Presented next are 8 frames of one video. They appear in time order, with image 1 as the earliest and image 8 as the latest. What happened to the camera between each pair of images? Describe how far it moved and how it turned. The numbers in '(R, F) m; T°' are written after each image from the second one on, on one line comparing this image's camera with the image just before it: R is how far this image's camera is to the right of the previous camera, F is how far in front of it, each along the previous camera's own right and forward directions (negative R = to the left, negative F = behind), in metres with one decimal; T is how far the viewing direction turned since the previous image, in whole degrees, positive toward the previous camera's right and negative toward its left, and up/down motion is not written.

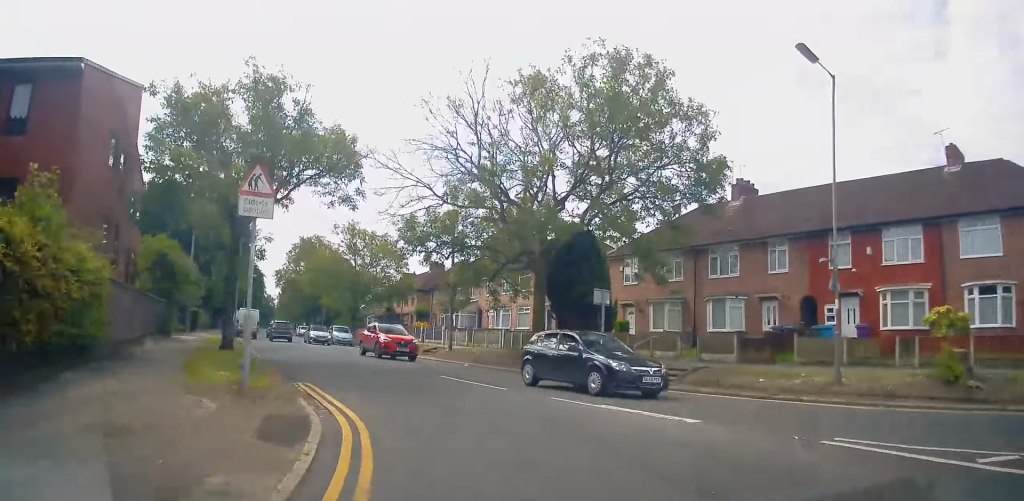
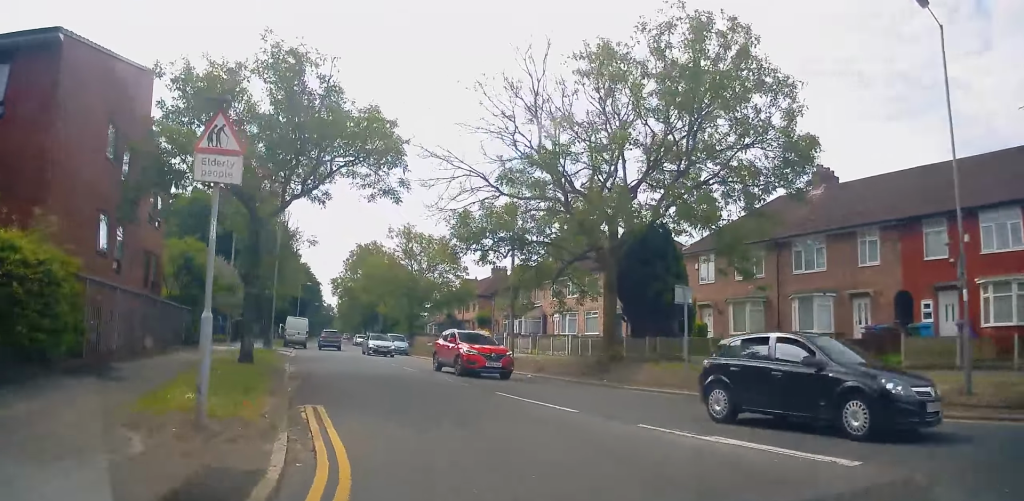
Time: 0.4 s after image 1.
(-0.2, +3.0) m; -5°
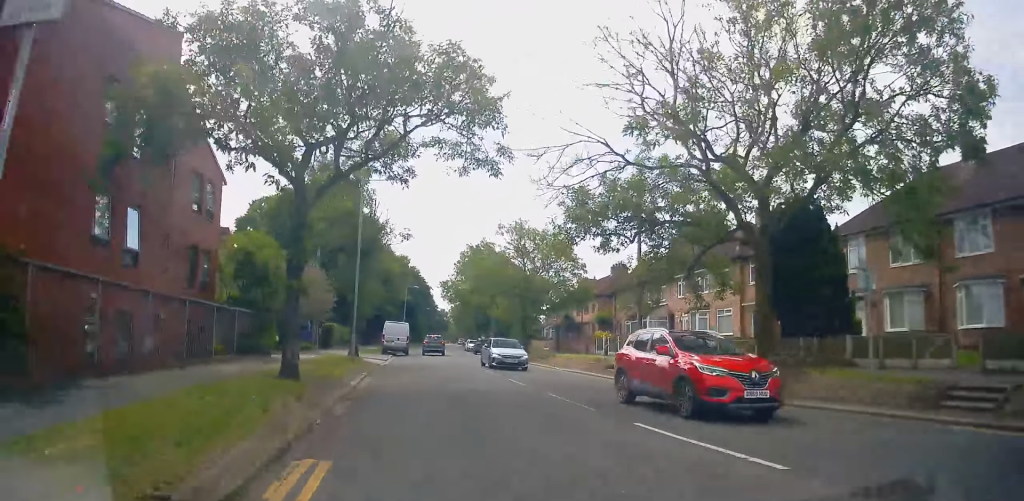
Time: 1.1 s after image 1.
(-0.3, +4.6) m; -8°
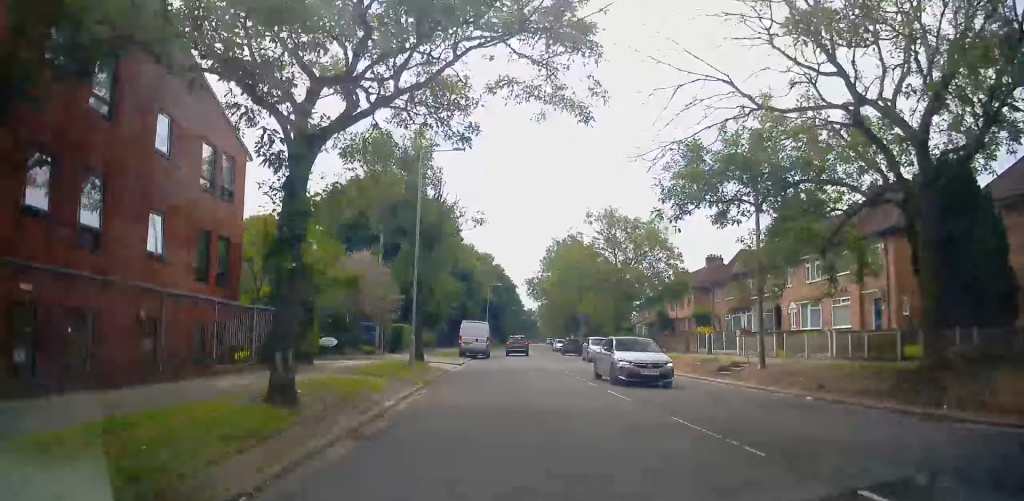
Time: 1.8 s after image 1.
(-0.4, +4.6) m; -6°
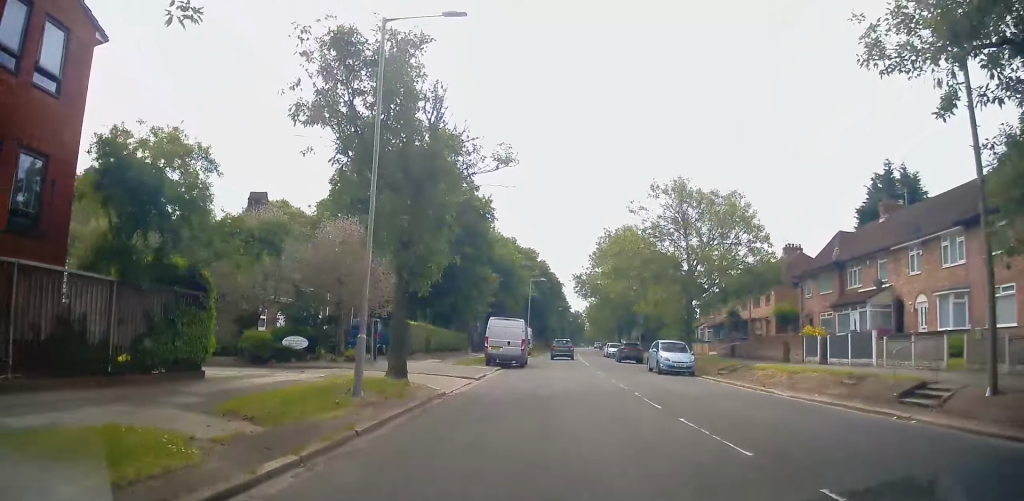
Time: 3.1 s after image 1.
(-0.7, +10.1) m; -8°
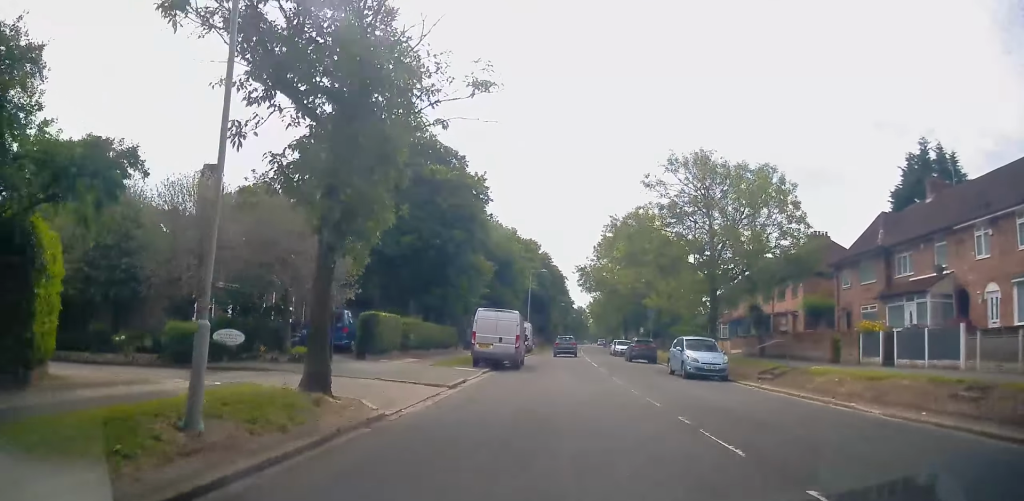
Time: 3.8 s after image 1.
(-0.3, +5.2) m; -1°
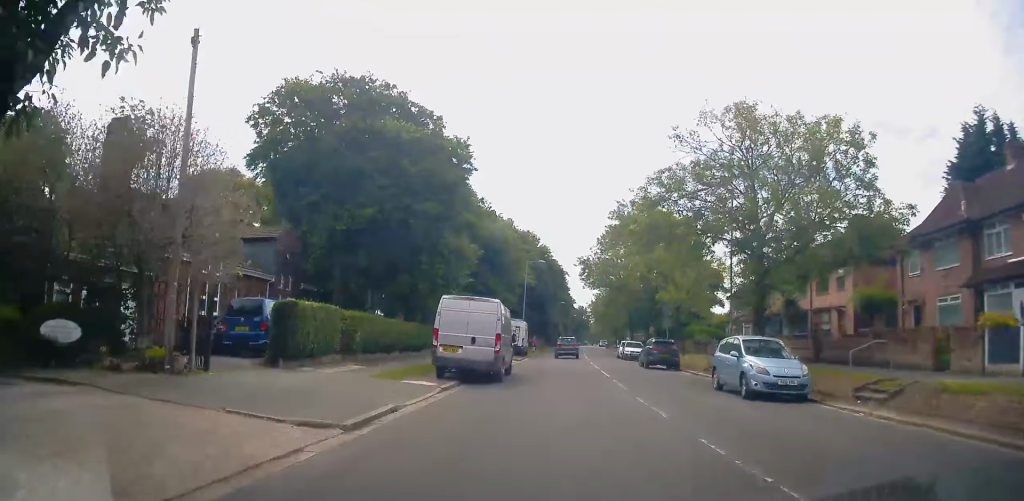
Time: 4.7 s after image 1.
(+0.3, +7.5) m; +2°
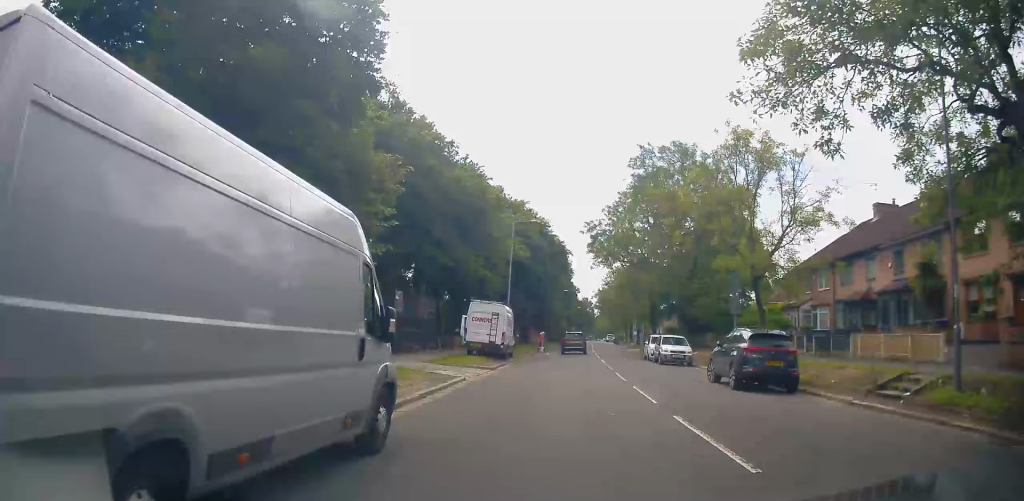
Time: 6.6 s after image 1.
(-0.2, +16.4) m; -1°
